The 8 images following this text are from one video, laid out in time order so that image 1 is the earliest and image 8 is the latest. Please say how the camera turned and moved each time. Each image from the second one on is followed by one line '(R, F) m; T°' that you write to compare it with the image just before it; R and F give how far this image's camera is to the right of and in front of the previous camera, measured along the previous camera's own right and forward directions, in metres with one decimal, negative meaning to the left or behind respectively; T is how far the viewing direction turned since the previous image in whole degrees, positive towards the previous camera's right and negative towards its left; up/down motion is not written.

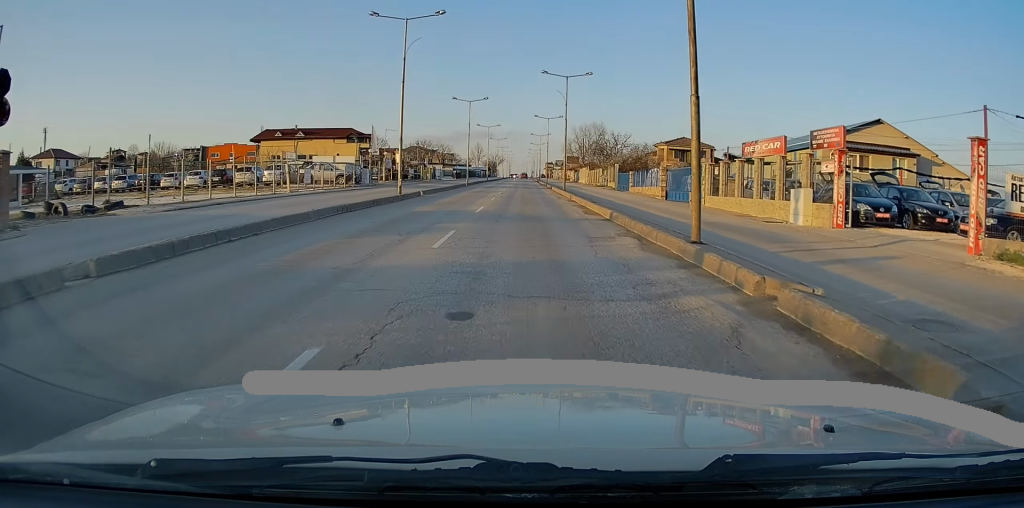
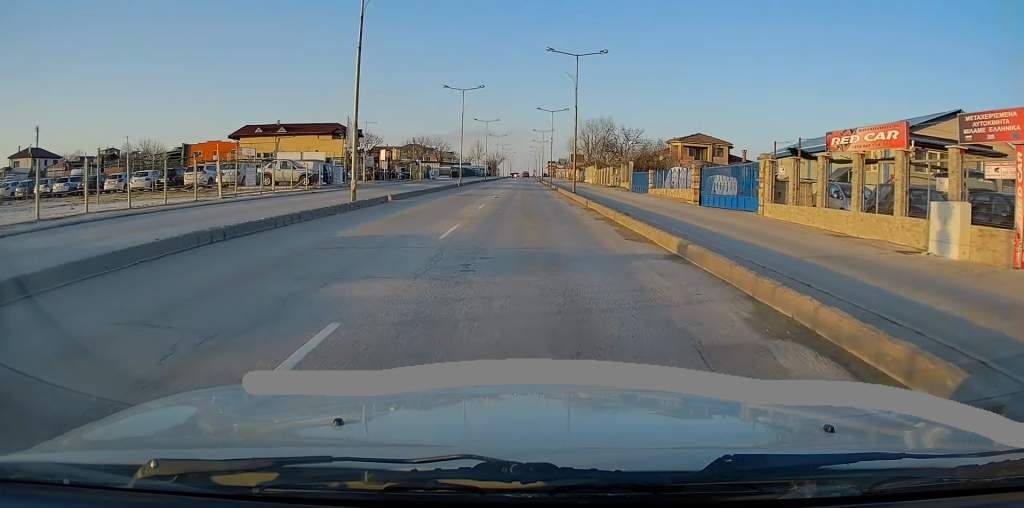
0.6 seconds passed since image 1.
(0.0, +8.2) m; 0°
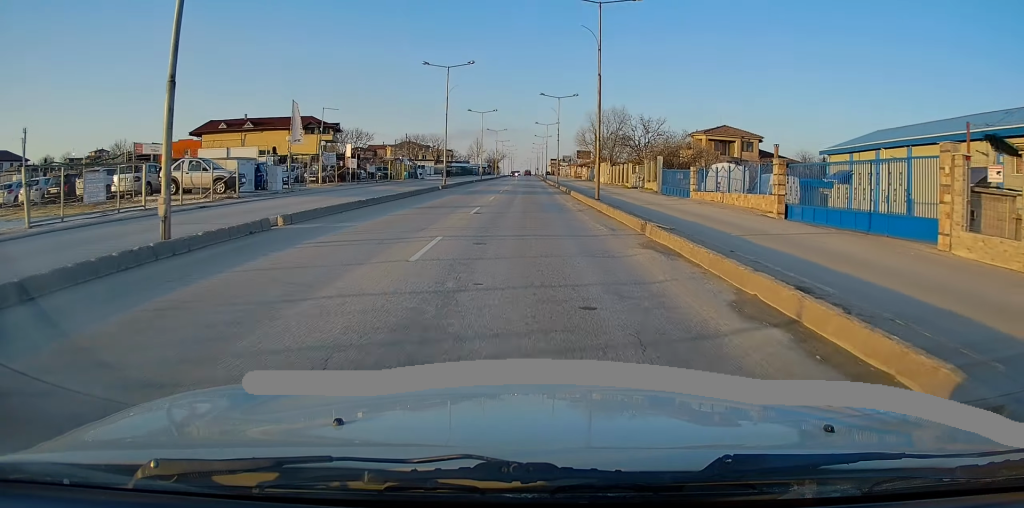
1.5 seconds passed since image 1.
(0.0, +11.9) m; 0°
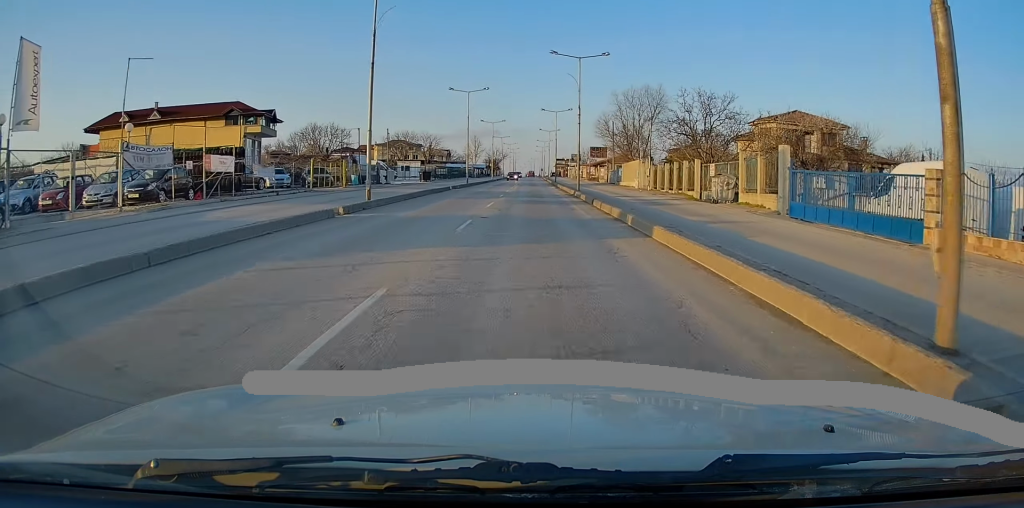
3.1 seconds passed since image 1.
(-0.1, +22.6) m; -1°
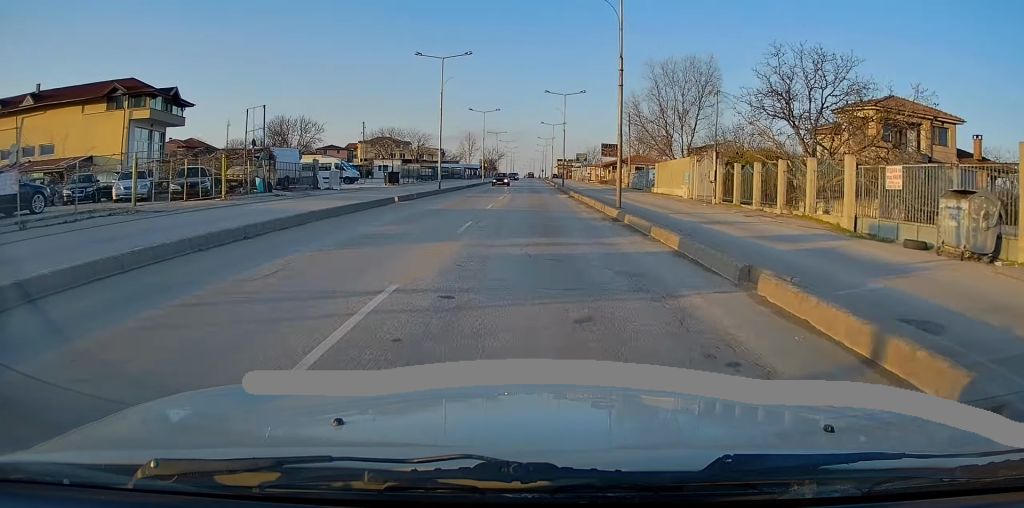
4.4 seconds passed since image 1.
(0.0, +17.9) m; 0°
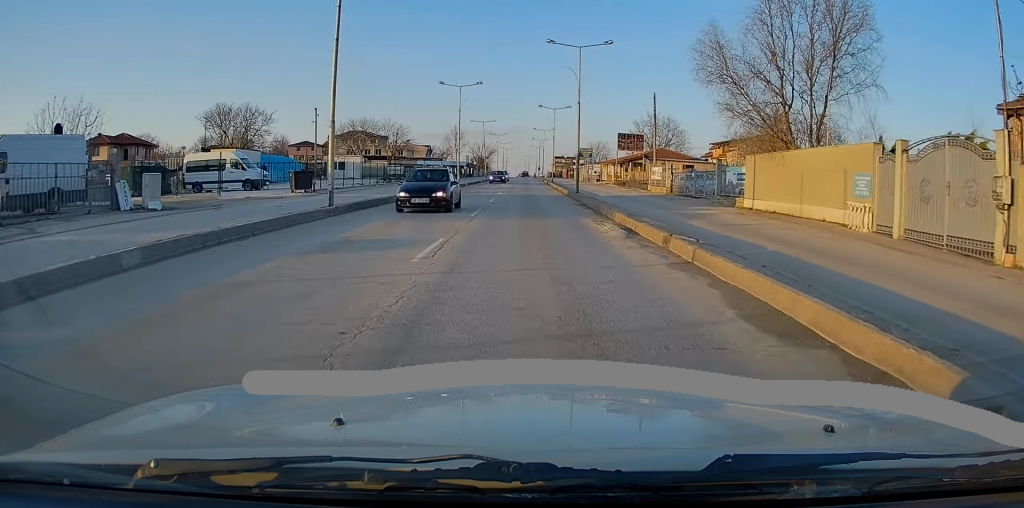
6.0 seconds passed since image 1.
(+0.3, +21.5) m; +1°
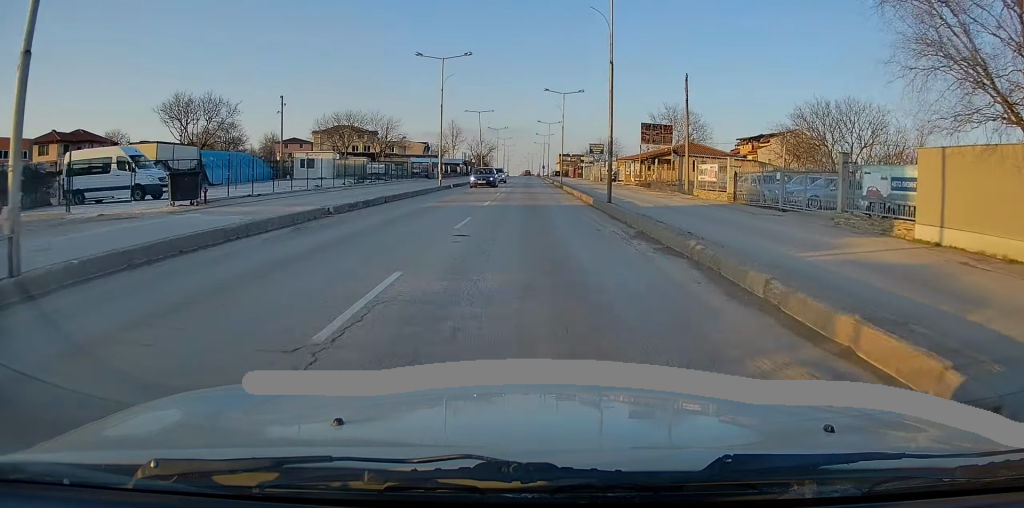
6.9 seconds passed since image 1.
(-0.1, +12.9) m; 0°
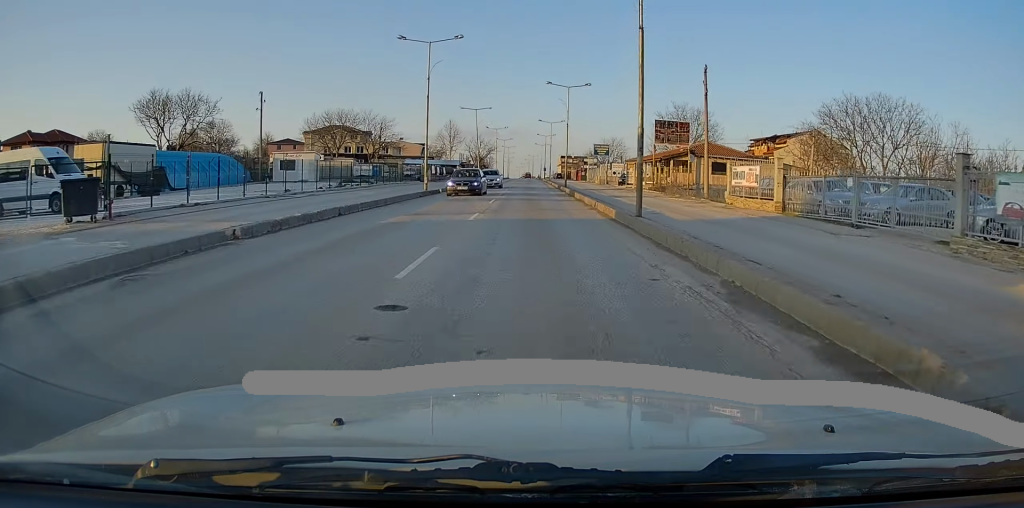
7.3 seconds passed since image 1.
(0.0, +6.0) m; 0°
